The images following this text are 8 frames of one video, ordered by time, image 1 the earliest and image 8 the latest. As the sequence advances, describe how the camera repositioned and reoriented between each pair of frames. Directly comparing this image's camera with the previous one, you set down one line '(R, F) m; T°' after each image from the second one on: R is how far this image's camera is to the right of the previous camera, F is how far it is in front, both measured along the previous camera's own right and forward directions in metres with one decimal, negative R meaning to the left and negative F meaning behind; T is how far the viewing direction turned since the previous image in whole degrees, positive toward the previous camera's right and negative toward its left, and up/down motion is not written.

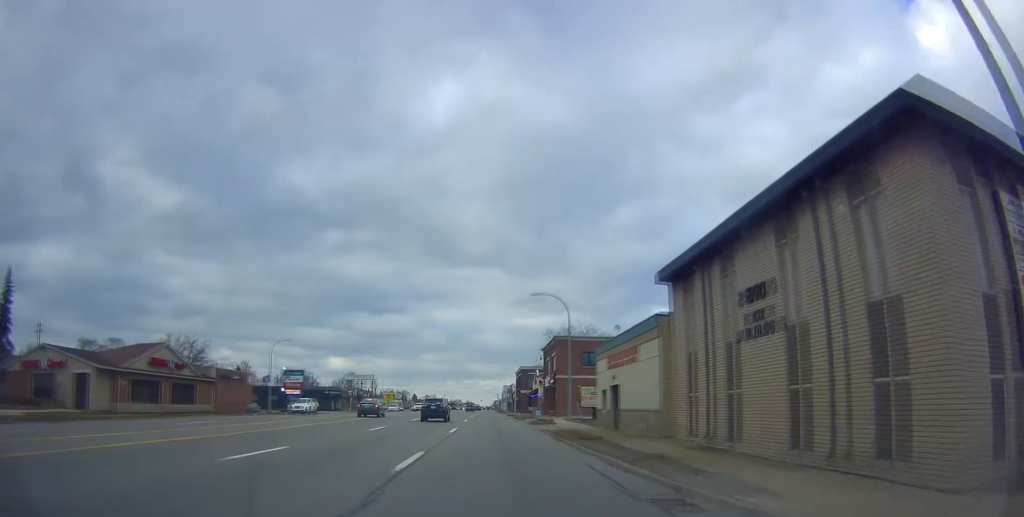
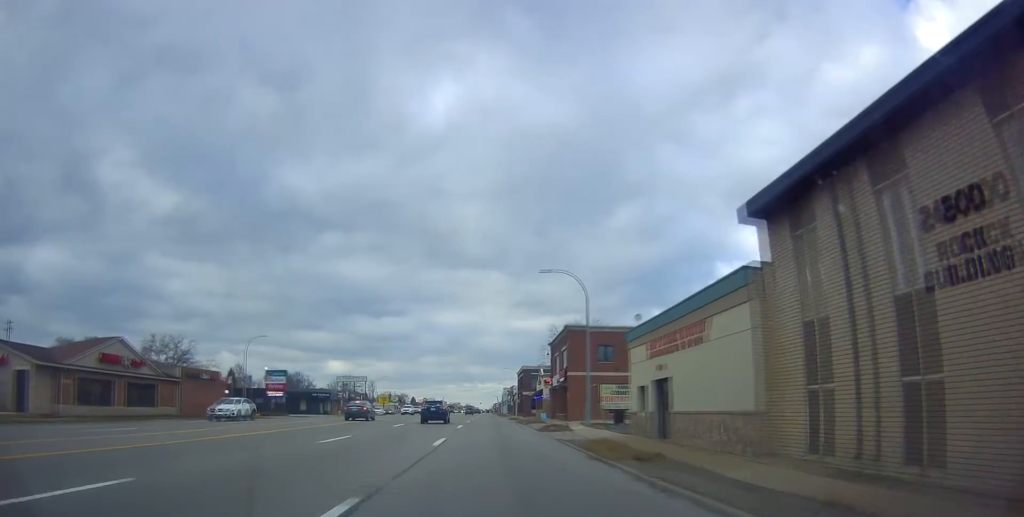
(+0.2, +7.9) m; 0°
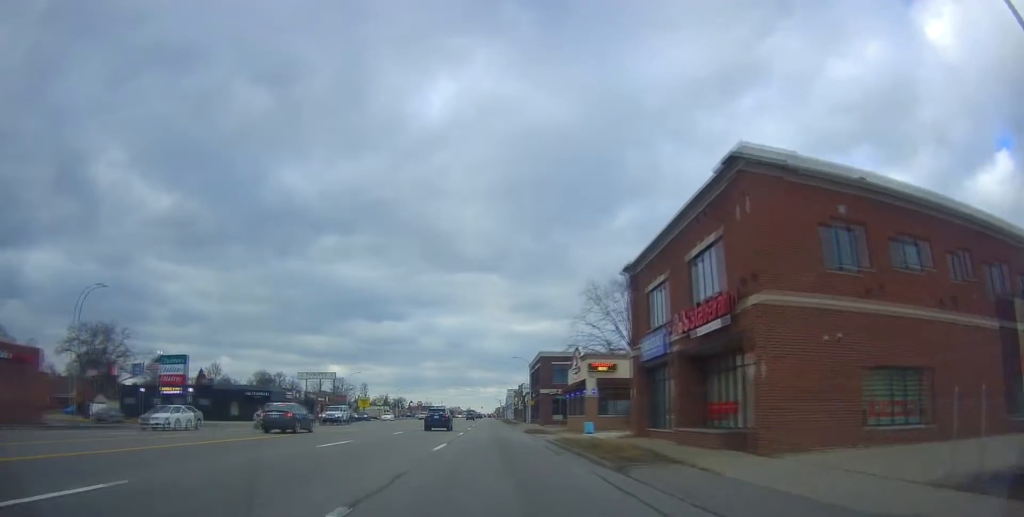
(-0.1, +31.4) m; +1°
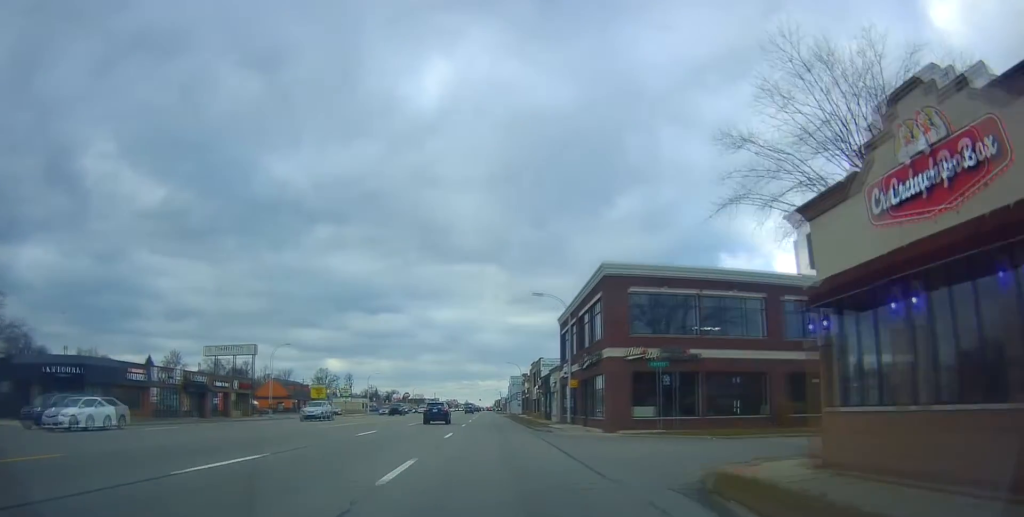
(+0.4, +40.0) m; 0°
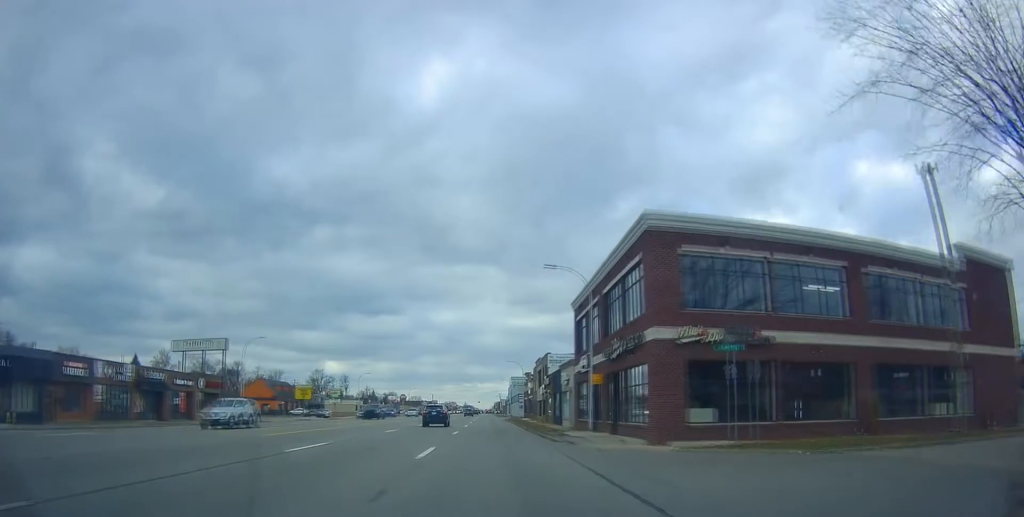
(-0.3, +8.9) m; 0°
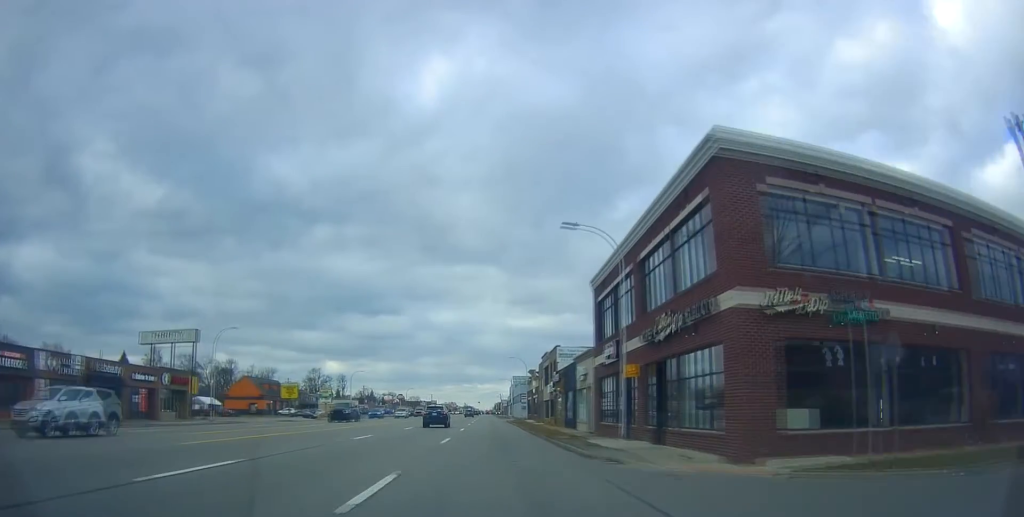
(+0.1, +7.7) m; 0°
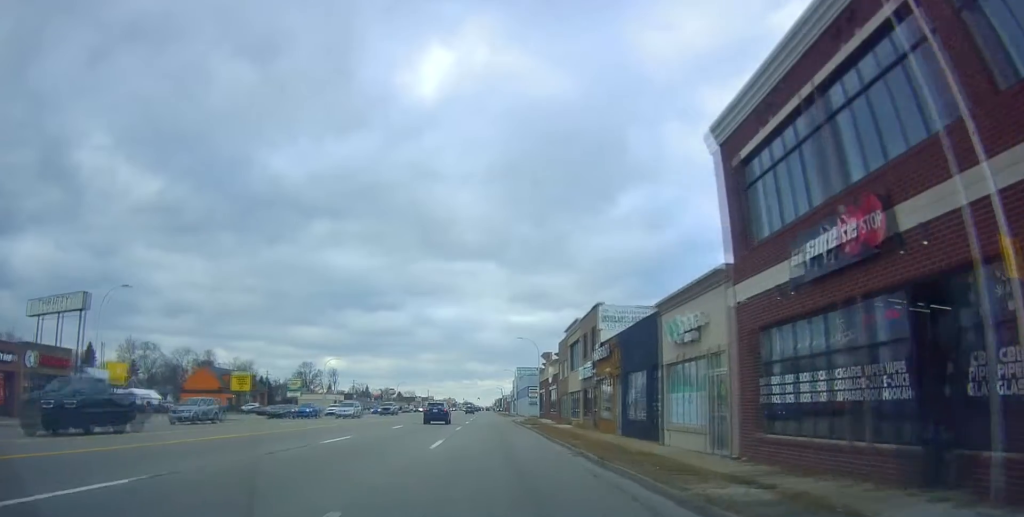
(+0.2, +19.9) m; 0°
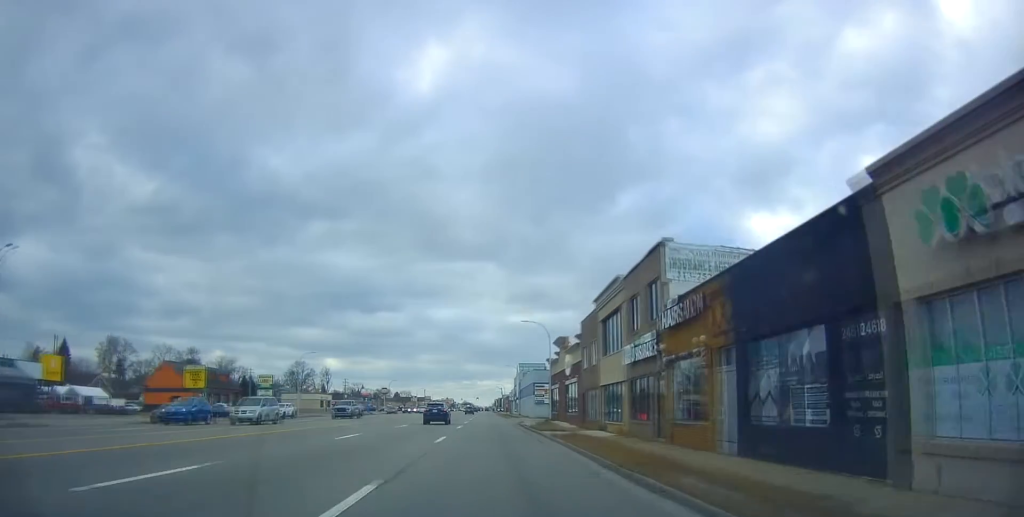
(-0.4, +12.8) m; 0°
